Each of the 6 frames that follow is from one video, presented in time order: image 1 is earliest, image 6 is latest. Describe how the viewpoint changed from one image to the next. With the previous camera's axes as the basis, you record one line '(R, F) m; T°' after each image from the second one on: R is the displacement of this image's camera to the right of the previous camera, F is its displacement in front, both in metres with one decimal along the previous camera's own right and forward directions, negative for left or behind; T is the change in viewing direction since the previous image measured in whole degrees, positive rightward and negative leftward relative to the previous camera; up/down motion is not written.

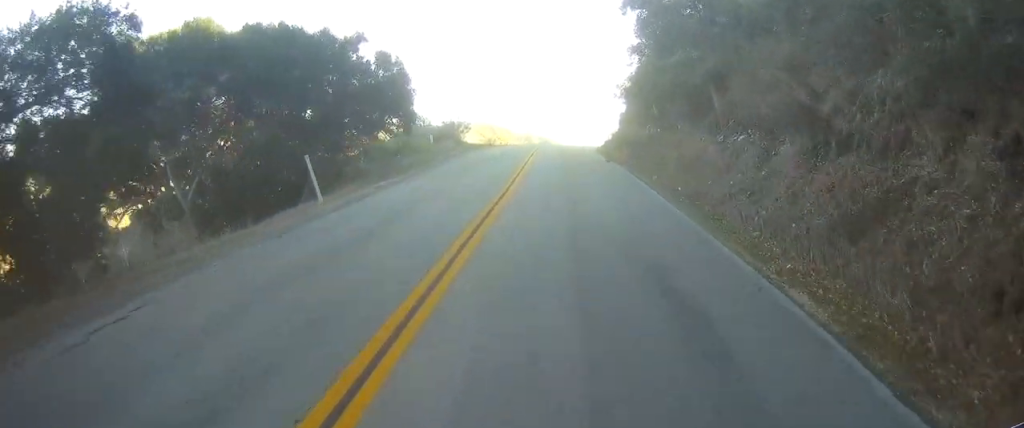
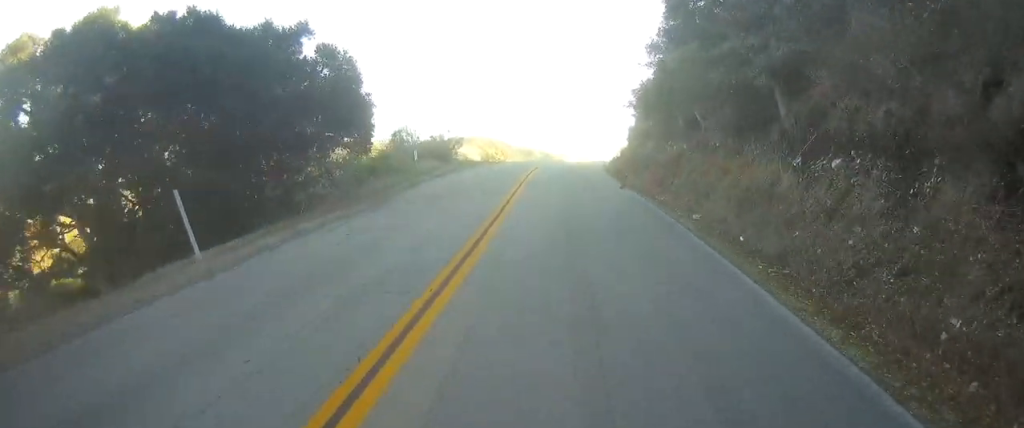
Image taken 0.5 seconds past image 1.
(+0.2, +6.2) m; +1°
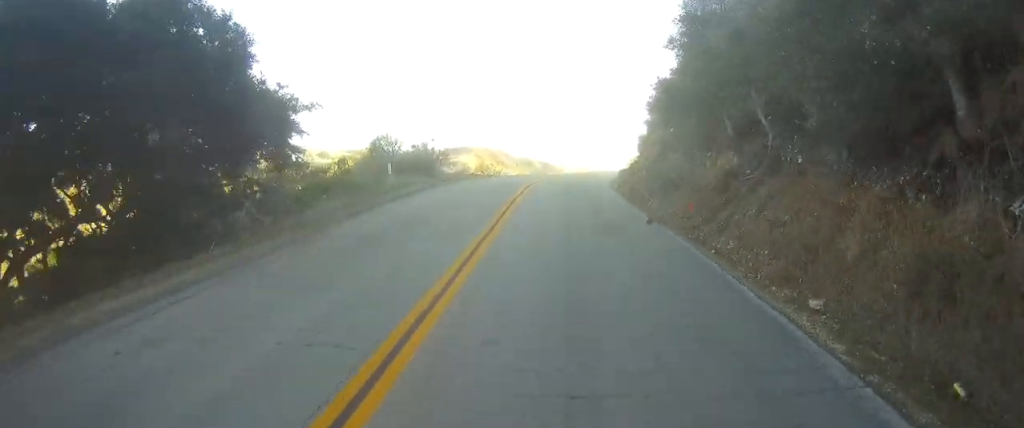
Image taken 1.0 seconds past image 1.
(0.0, +7.4) m; -1°
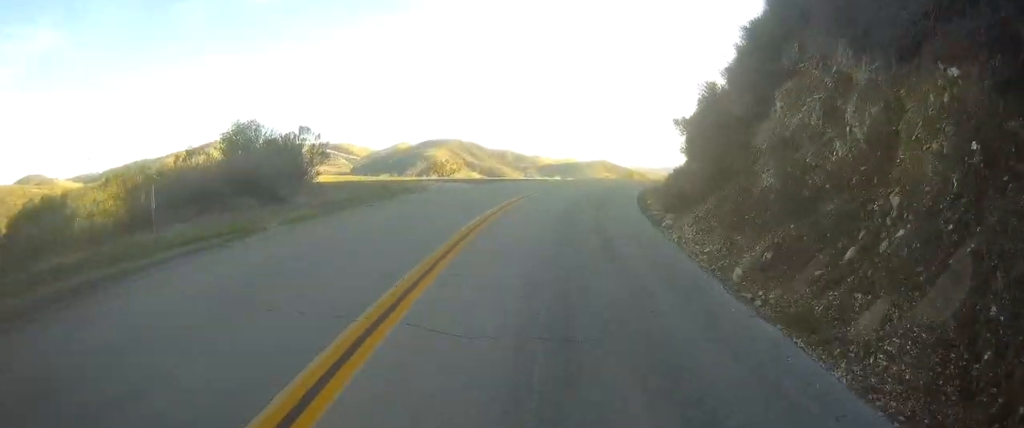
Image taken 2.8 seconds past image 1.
(-0.6, +23.2) m; -3°
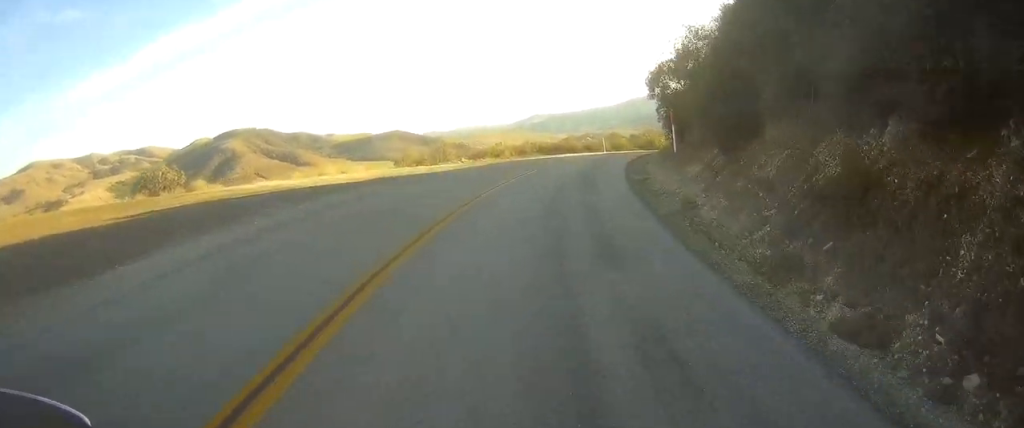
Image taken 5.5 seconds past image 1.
(+1.6, +33.9) m; +17°
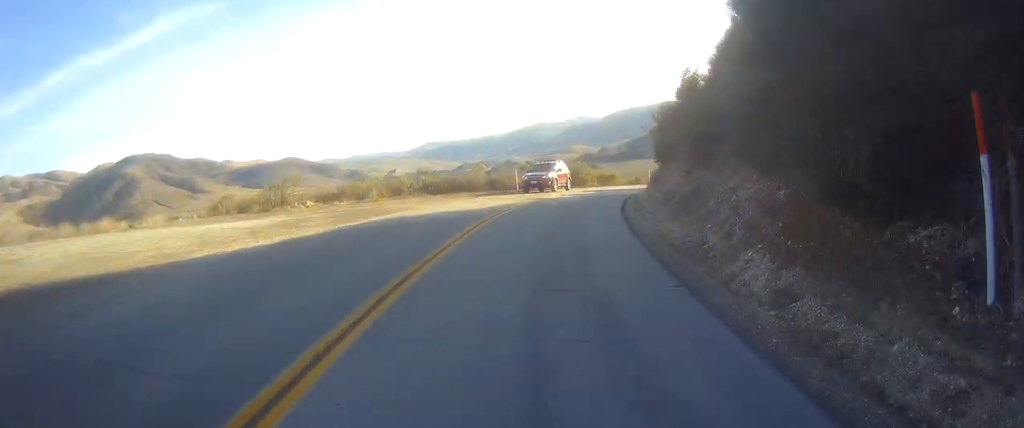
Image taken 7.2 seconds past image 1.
(+1.8, +22.0) m; +4°
